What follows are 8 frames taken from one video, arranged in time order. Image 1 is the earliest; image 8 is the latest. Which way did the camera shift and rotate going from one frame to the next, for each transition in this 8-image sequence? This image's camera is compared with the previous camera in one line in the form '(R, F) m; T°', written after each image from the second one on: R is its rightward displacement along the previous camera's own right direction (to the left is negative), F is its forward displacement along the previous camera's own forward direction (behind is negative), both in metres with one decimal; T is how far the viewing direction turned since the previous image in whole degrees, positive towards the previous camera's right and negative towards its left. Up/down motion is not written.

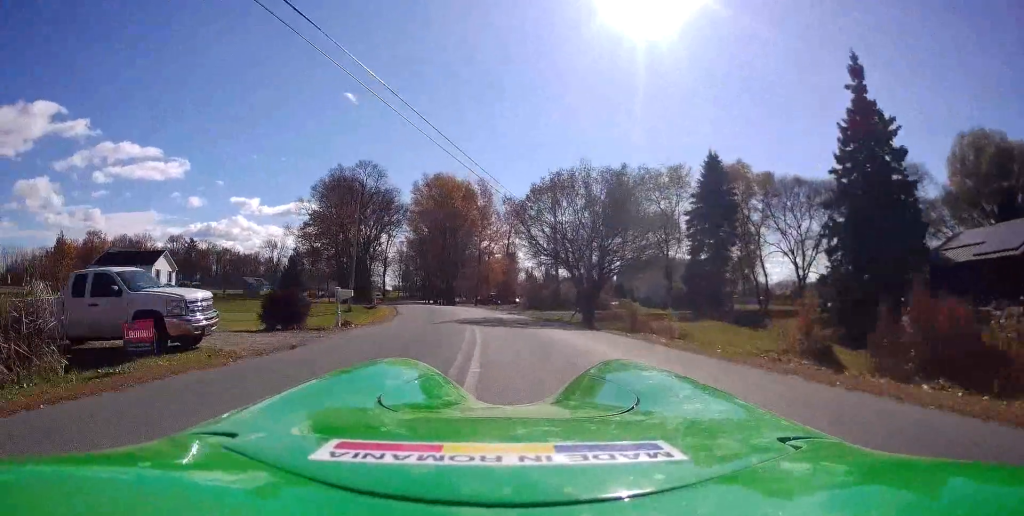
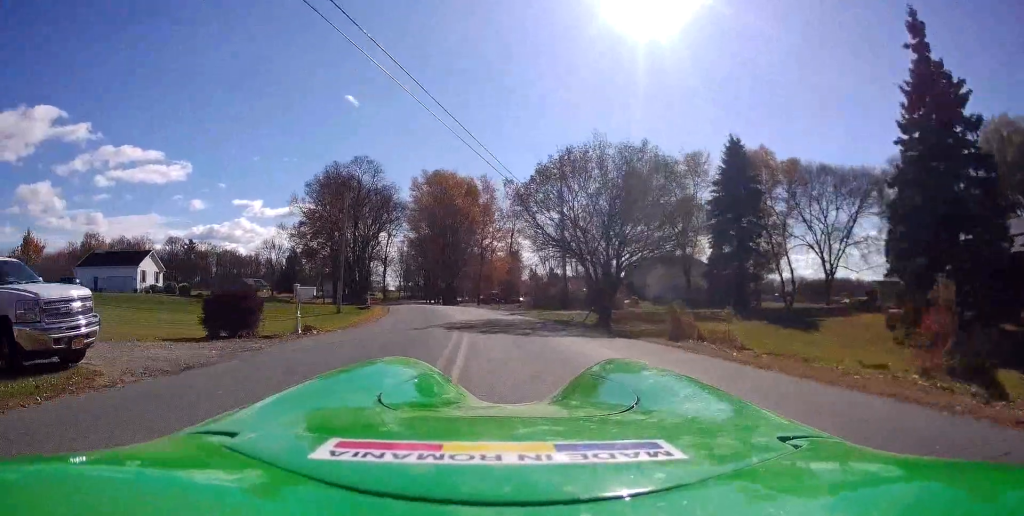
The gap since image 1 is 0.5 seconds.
(0.0, +5.2) m; -3°
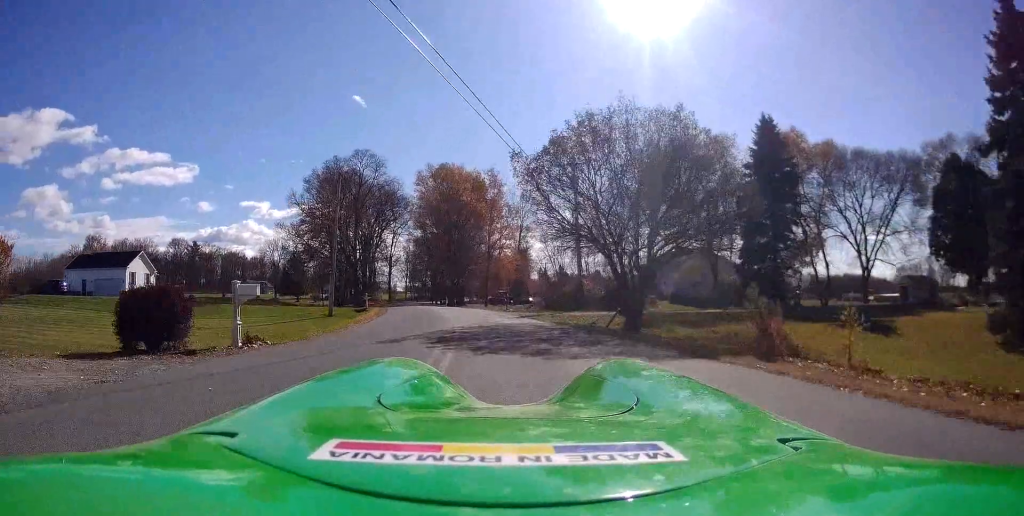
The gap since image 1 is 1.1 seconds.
(+0.1, +5.2) m; -3°
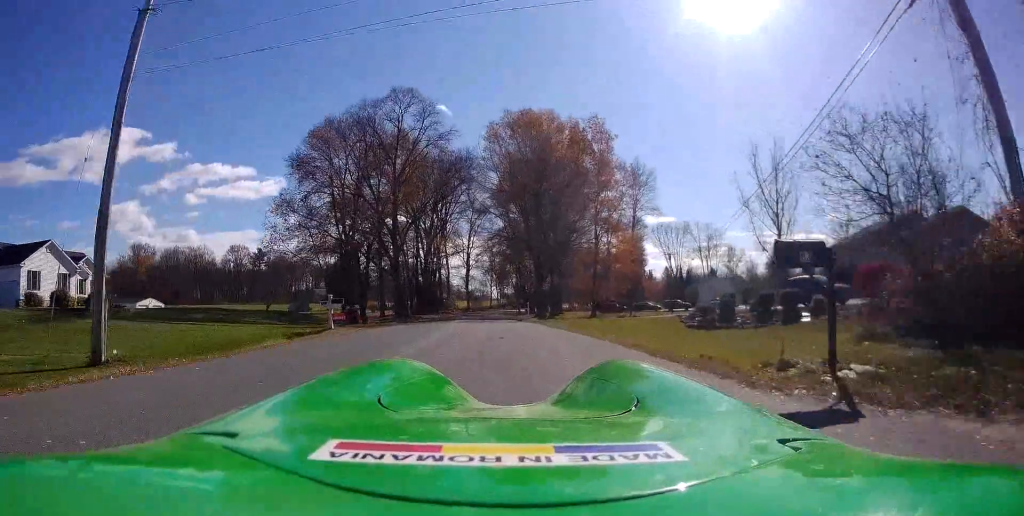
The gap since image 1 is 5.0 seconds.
(-3.3, +31.3) m; -8°
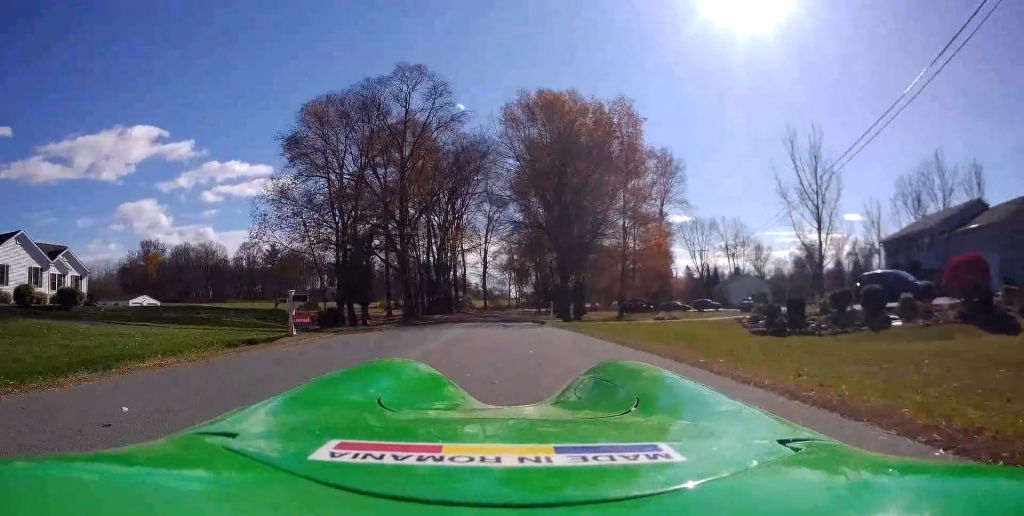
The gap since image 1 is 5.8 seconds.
(-0.3, +6.5) m; -3°
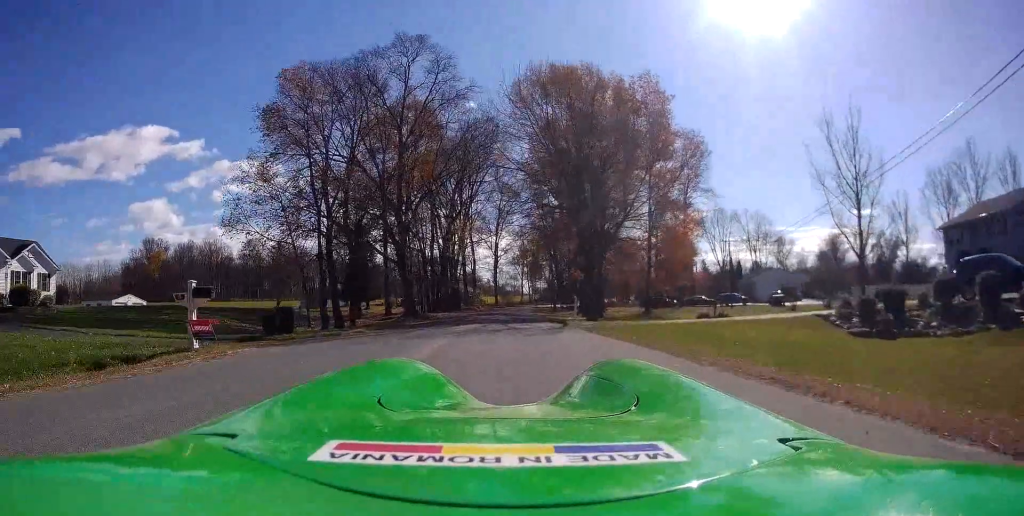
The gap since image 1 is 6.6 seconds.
(-0.1, +7.0) m; -2°
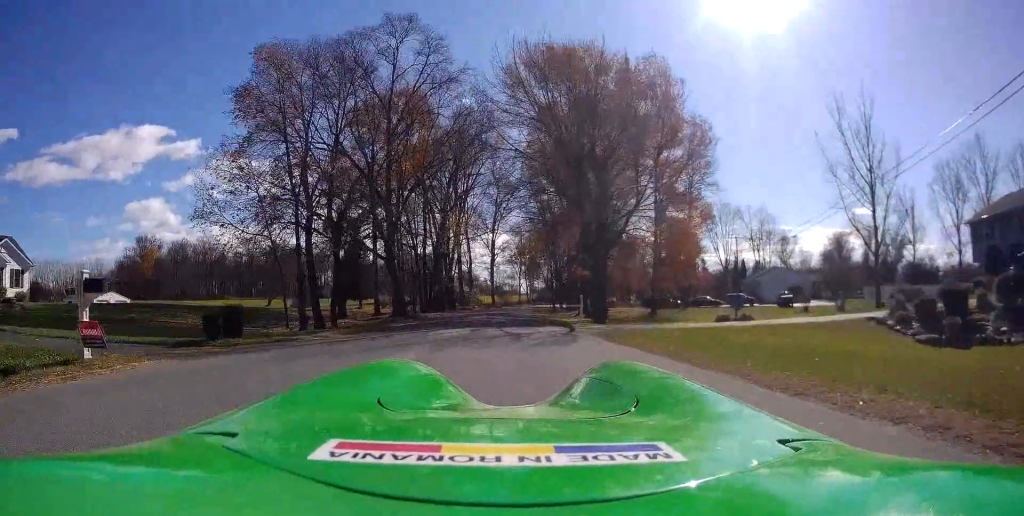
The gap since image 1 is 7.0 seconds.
(0.0, +3.5) m; -1°
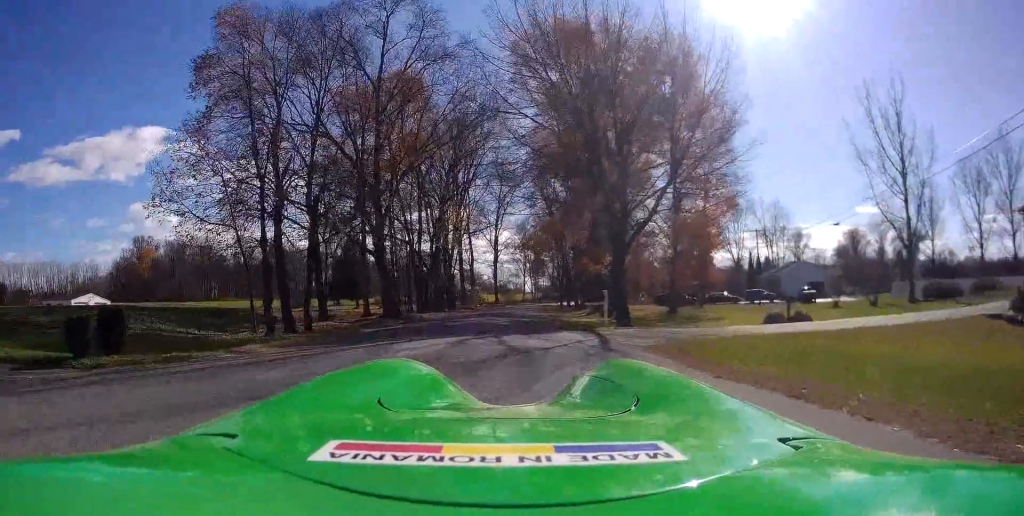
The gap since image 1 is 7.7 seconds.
(-0.3, +5.3) m; +1°
